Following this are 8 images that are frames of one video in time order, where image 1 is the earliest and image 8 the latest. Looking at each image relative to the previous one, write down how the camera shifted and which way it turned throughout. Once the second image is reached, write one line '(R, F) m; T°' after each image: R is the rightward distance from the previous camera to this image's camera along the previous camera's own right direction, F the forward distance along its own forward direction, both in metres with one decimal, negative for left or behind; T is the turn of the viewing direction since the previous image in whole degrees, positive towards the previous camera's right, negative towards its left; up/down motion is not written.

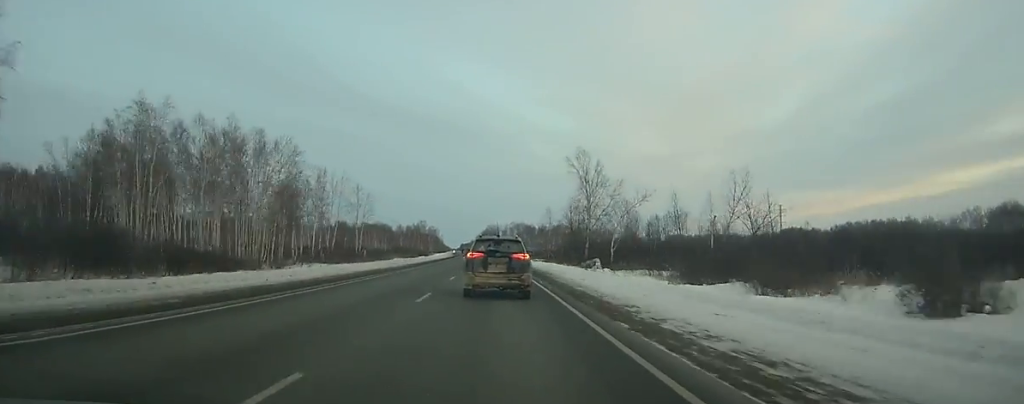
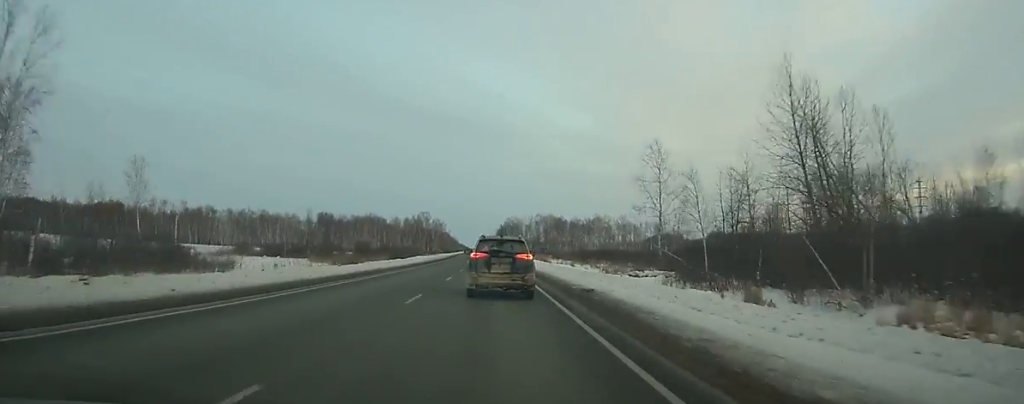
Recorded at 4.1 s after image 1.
(-1.5, +96.1) m; -2°
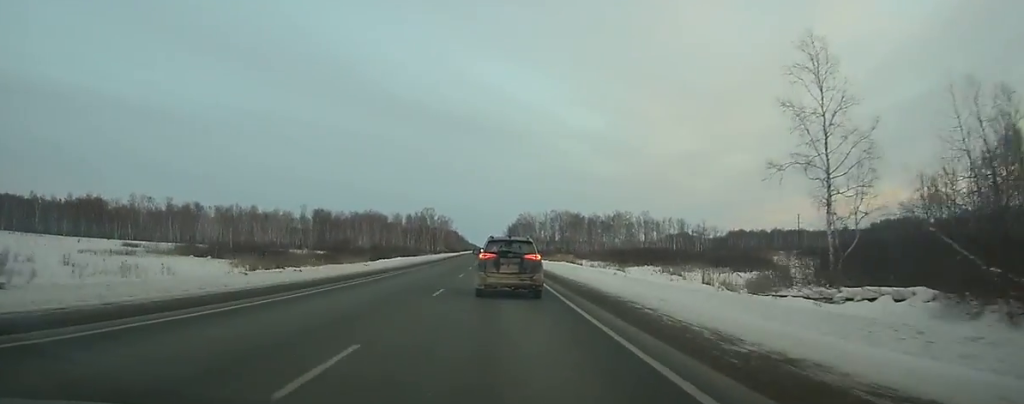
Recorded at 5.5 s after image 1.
(-0.3, +33.5) m; -1°
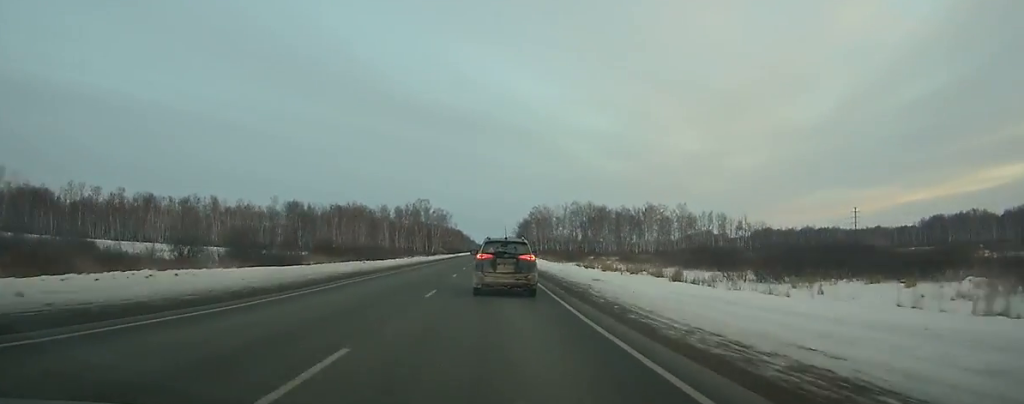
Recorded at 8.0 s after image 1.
(-0.5, +60.2) m; -1°
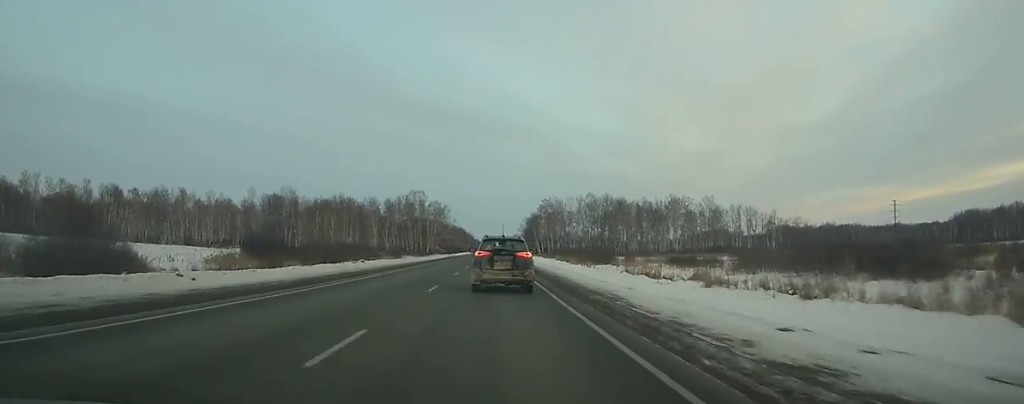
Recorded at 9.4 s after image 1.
(-0.3, +34.2) m; 0°
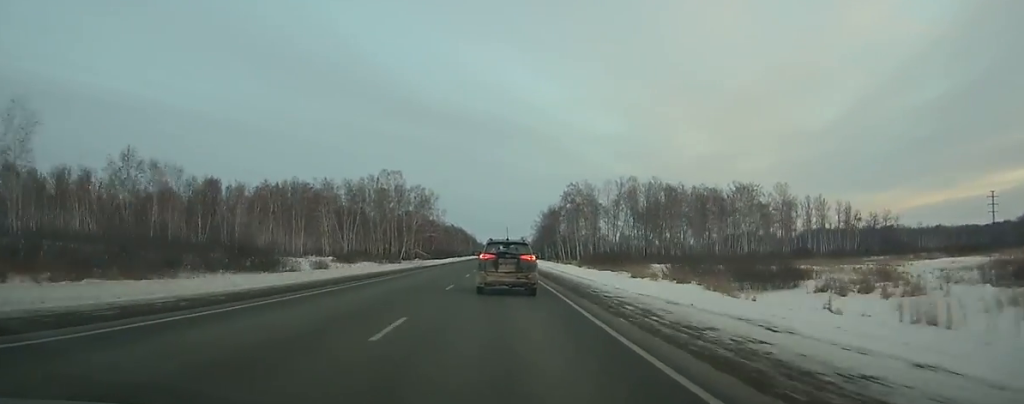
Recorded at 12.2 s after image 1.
(-0.3, +69.0) m; 0°
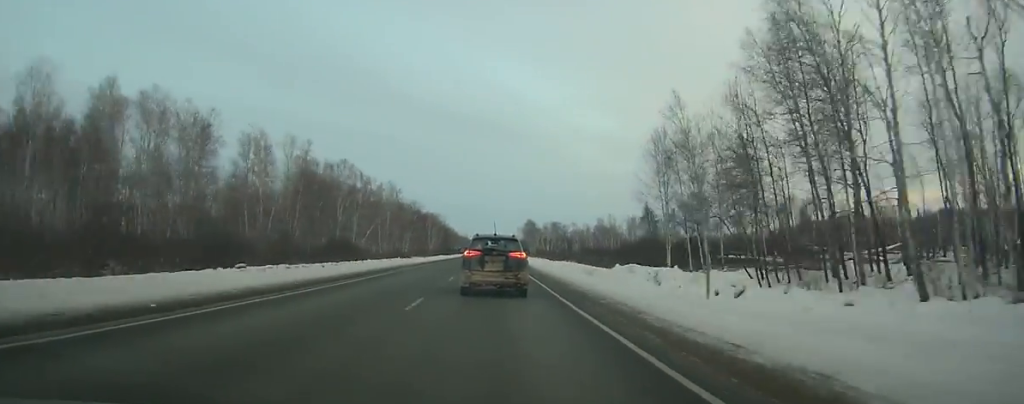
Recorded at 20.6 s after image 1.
(+0.2, +208.7) m; 0°
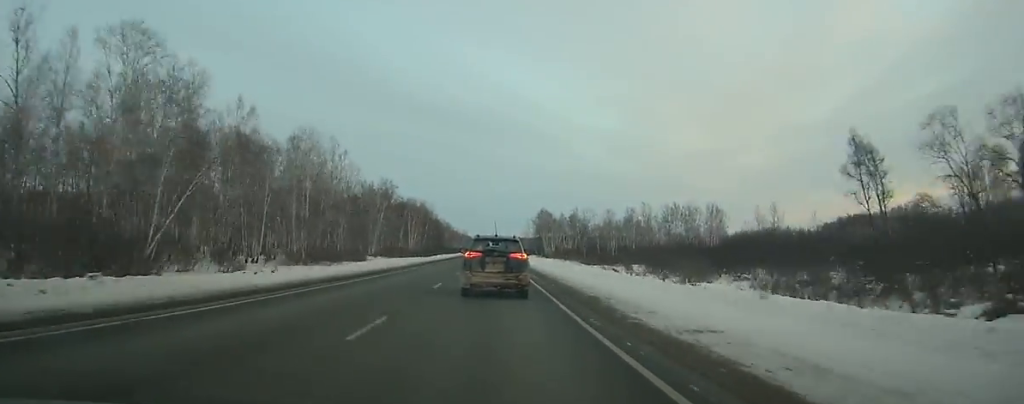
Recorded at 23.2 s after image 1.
(0.0, +64.0) m; 0°
